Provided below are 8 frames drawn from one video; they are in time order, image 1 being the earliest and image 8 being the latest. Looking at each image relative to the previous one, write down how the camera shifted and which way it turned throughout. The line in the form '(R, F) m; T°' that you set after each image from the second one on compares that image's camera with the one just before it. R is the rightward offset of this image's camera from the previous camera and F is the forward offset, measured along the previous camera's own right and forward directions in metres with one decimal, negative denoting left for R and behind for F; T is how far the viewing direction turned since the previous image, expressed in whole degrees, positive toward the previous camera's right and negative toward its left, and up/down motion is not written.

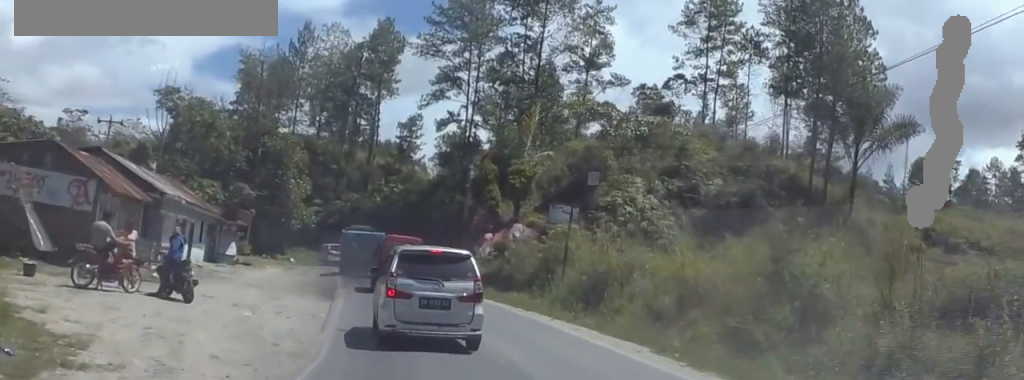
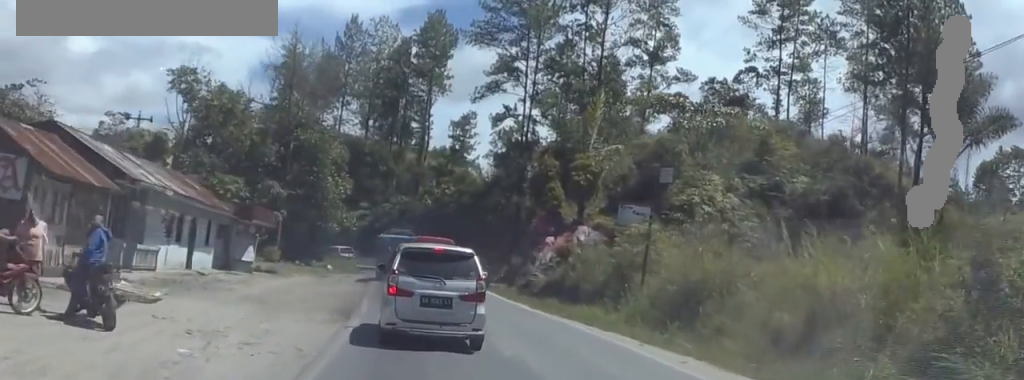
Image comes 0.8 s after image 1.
(0.0, +6.7) m; 0°
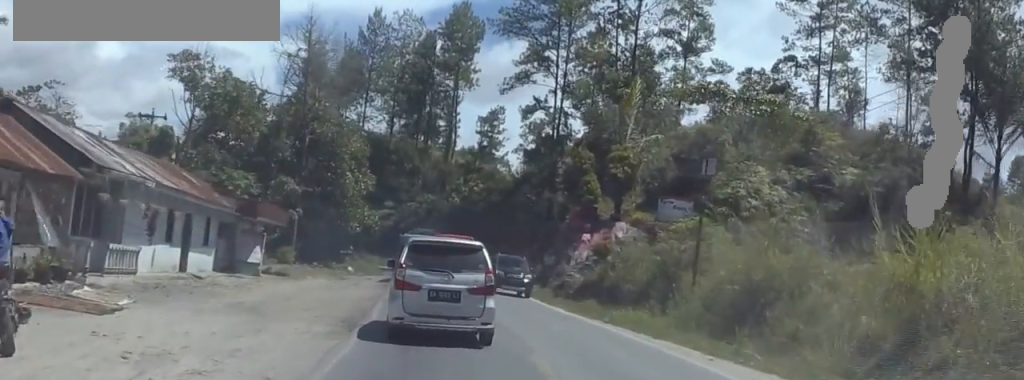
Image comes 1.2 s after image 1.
(0.0, +3.6) m; 0°
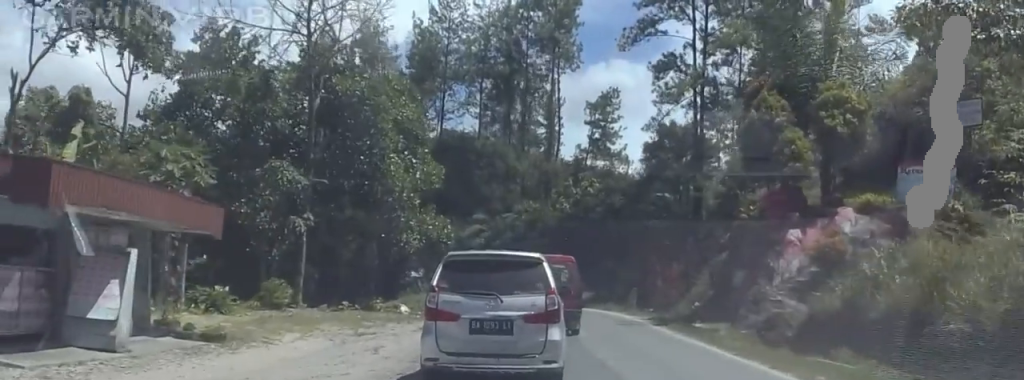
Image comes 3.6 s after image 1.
(-3.1, +18.9) m; -11°
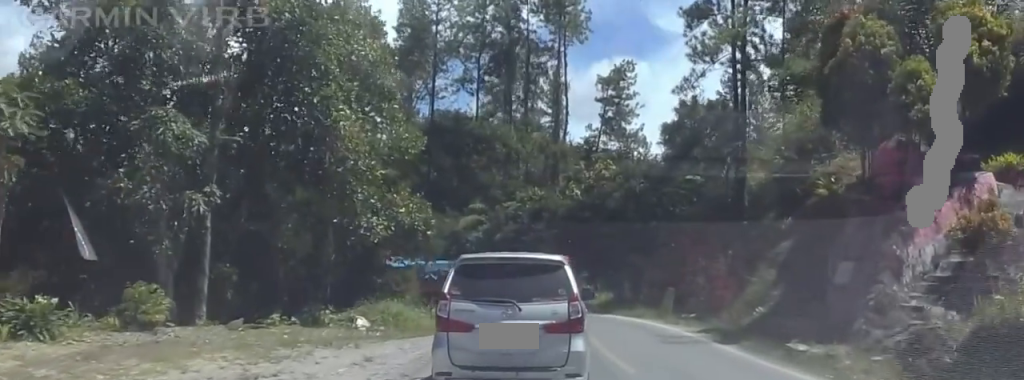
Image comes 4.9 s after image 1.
(+0.1, +9.7) m; 0°
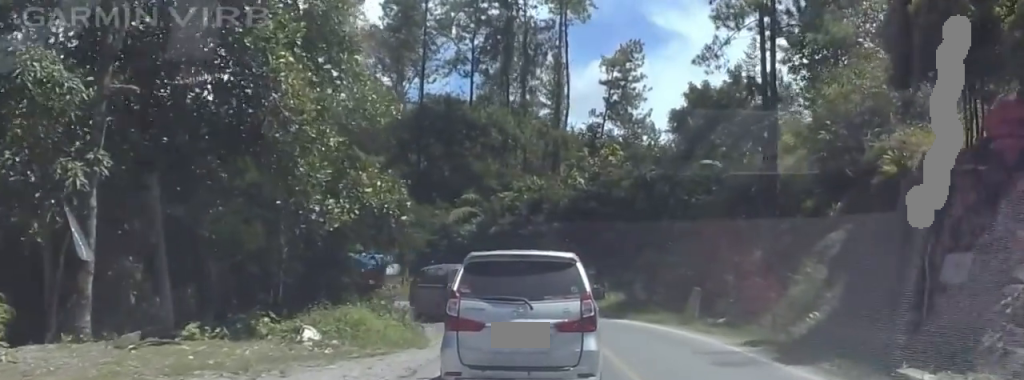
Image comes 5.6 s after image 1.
(-0.1, +5.9) m; 0°
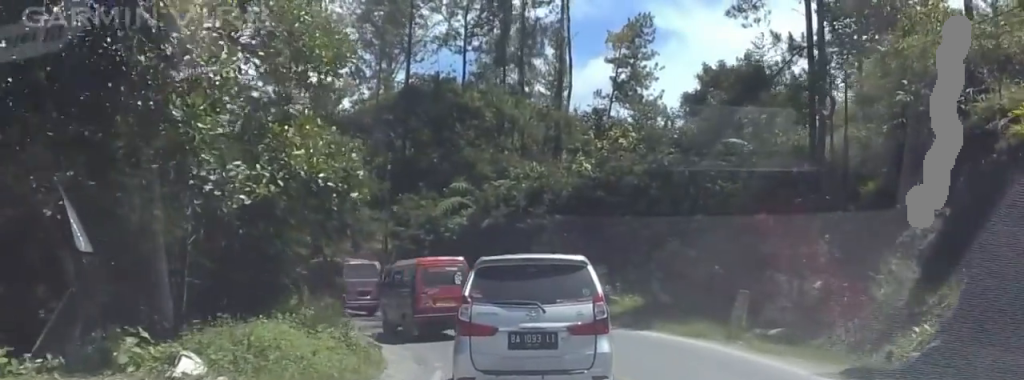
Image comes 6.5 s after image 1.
(+0.7, +6.9) m; 0°
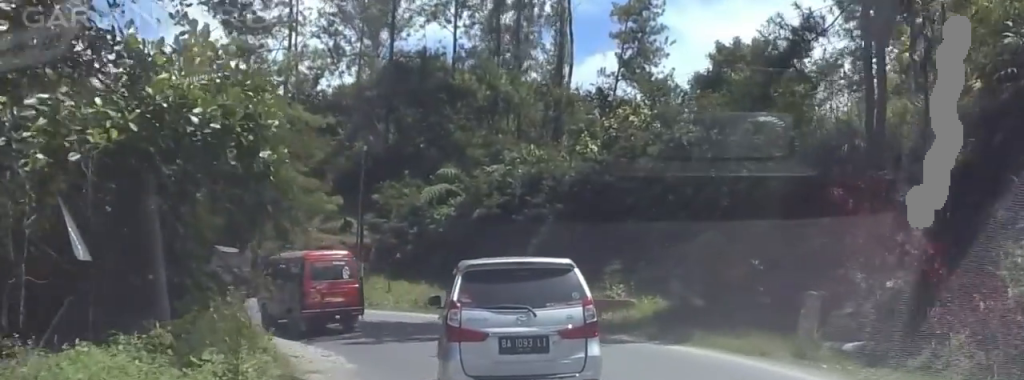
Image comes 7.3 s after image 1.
(-1.2, +5.8) m; 0°
